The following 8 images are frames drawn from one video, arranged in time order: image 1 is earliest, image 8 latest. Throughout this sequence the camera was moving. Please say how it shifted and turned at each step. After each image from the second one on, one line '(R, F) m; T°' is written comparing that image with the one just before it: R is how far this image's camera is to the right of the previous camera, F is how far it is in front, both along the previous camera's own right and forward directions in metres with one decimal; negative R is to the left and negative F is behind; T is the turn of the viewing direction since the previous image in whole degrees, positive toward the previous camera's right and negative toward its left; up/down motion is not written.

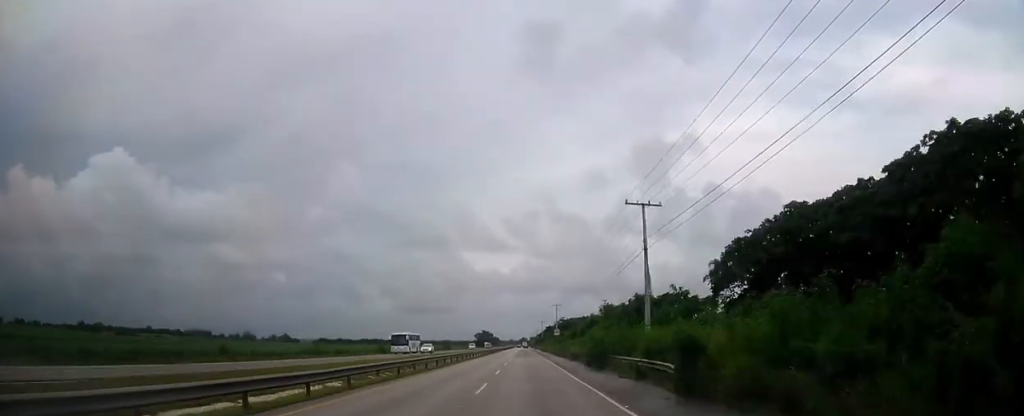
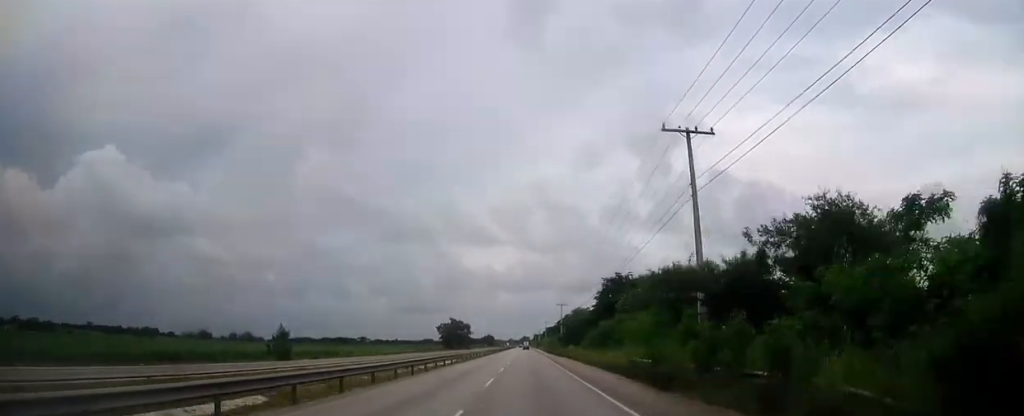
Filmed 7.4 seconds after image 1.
(-0.1, +214.3) m; 0°
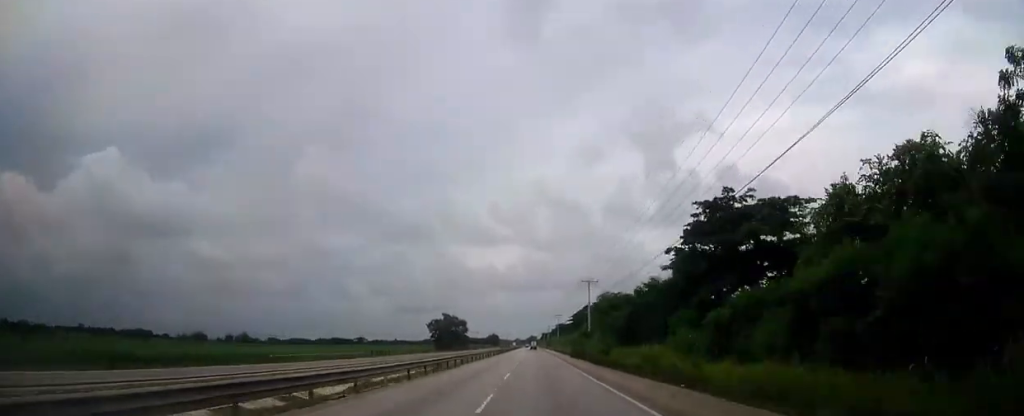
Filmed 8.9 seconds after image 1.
(-0.1, +43.8) m; 0°
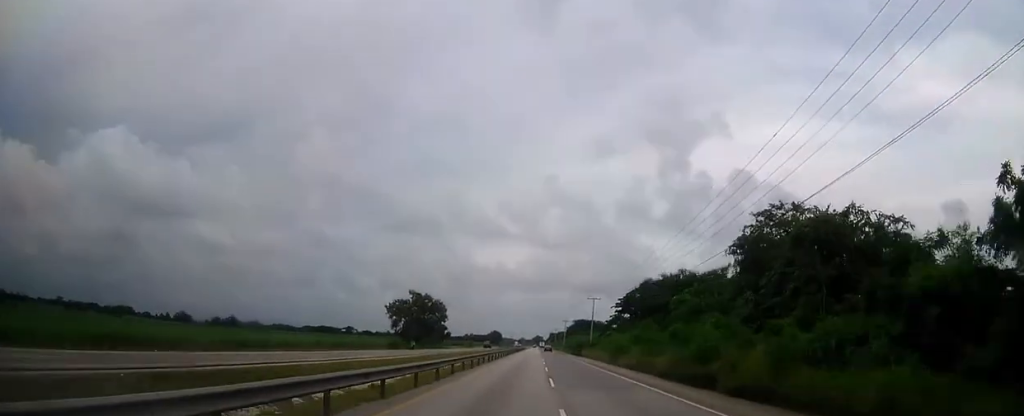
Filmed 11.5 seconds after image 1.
(-0.5, +76.5) m; 0°
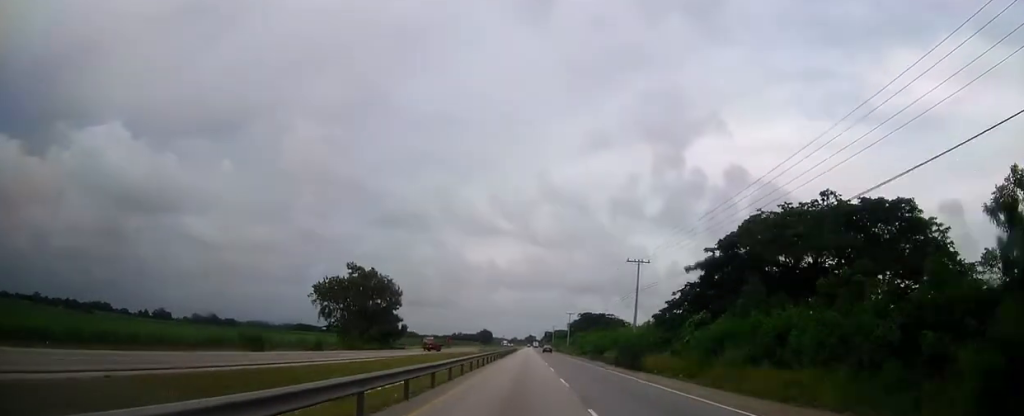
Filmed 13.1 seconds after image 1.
(0.0, +46.8) m; 0°
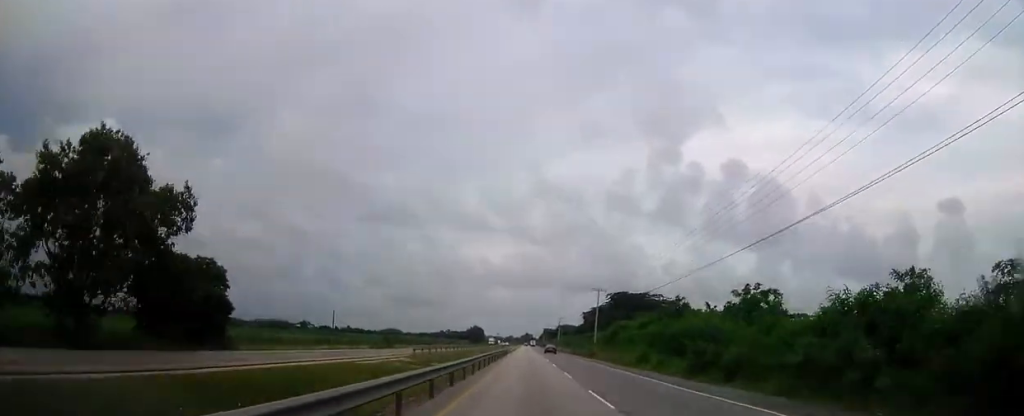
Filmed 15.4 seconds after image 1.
(+0.3, +68.3) m; 0°
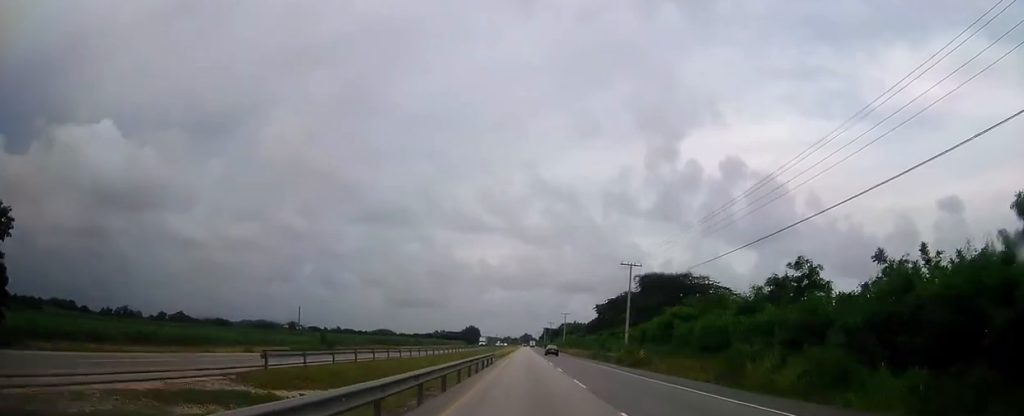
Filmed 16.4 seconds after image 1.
(0.0, +29.6) m; 0°
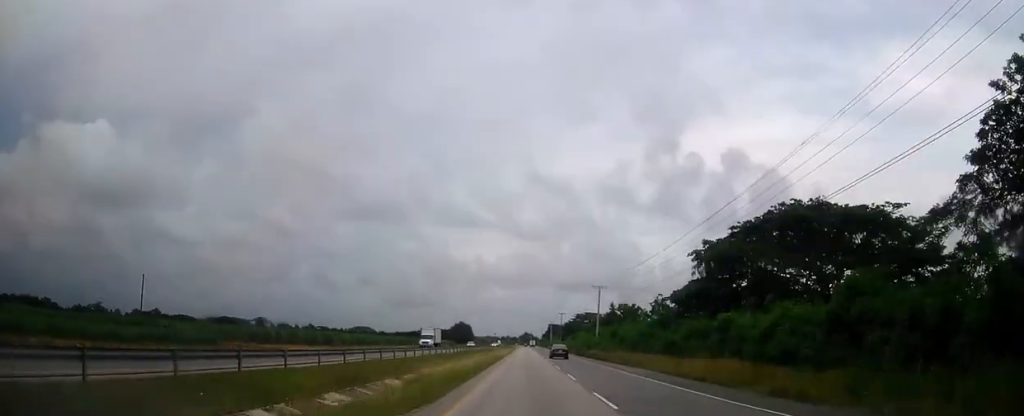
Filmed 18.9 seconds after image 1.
(+0.1, +74.0) m; 0°
